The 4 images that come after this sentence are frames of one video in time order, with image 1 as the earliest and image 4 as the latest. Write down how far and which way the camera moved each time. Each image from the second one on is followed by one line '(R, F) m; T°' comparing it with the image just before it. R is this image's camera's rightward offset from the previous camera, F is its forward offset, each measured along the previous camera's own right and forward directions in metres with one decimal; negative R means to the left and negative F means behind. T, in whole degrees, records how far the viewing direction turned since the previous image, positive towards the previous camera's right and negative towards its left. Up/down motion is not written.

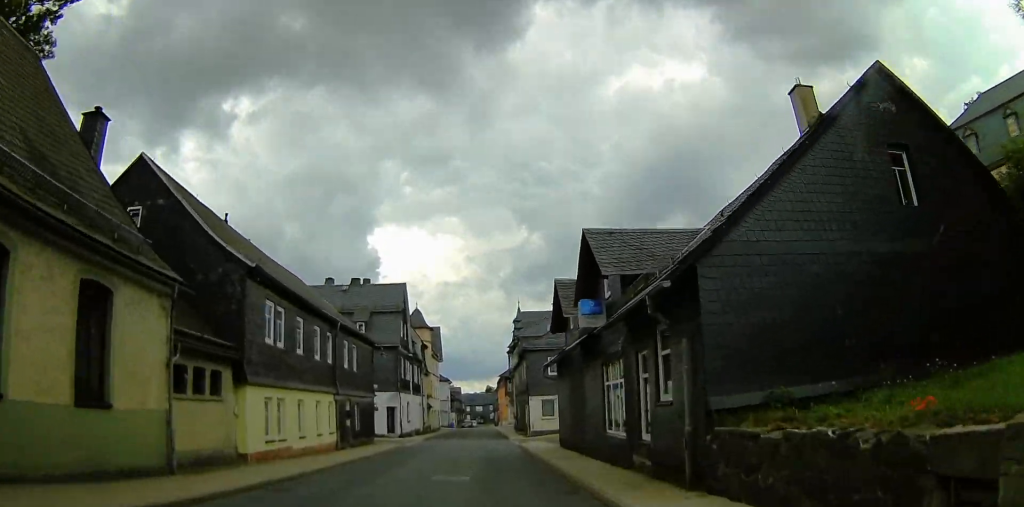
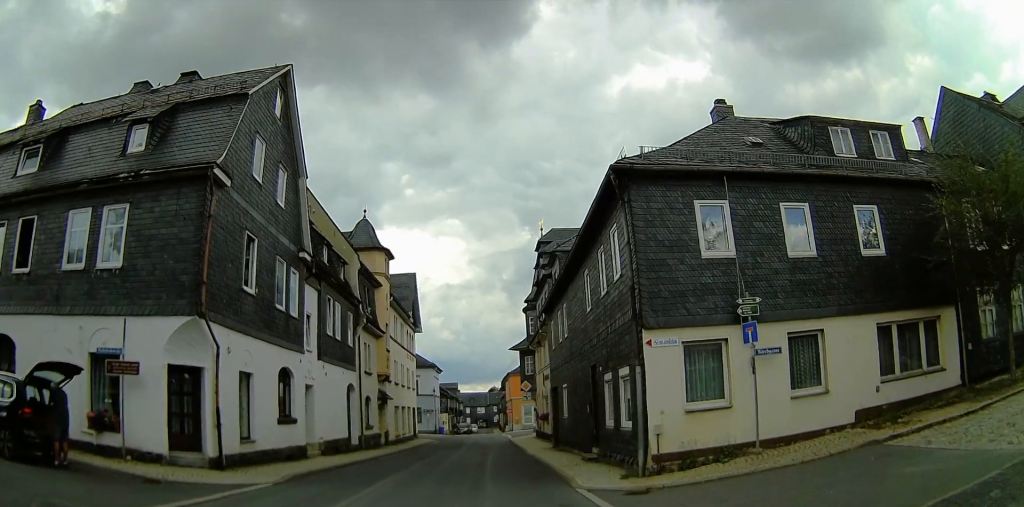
(-0.4, +28.3) m; -3°
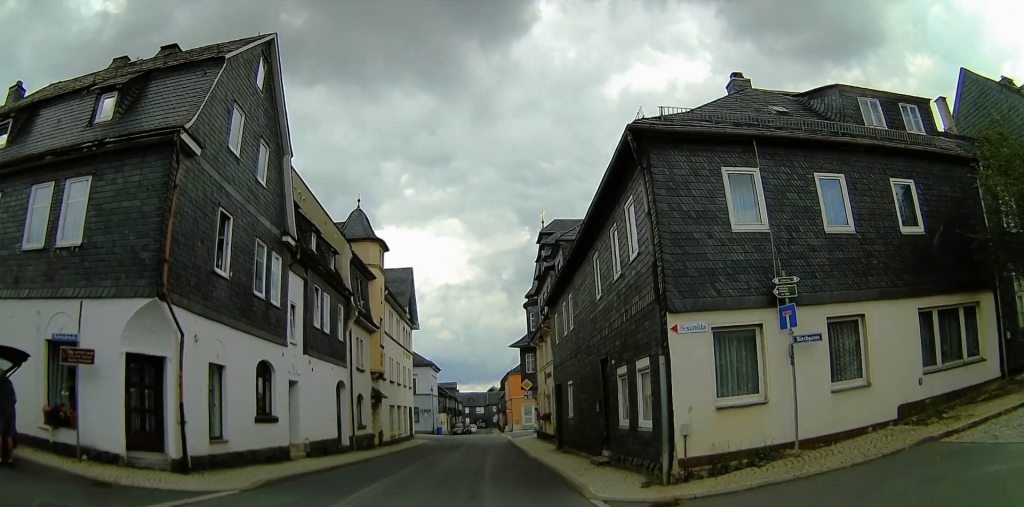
(+0.1, +2.4) m; +2°
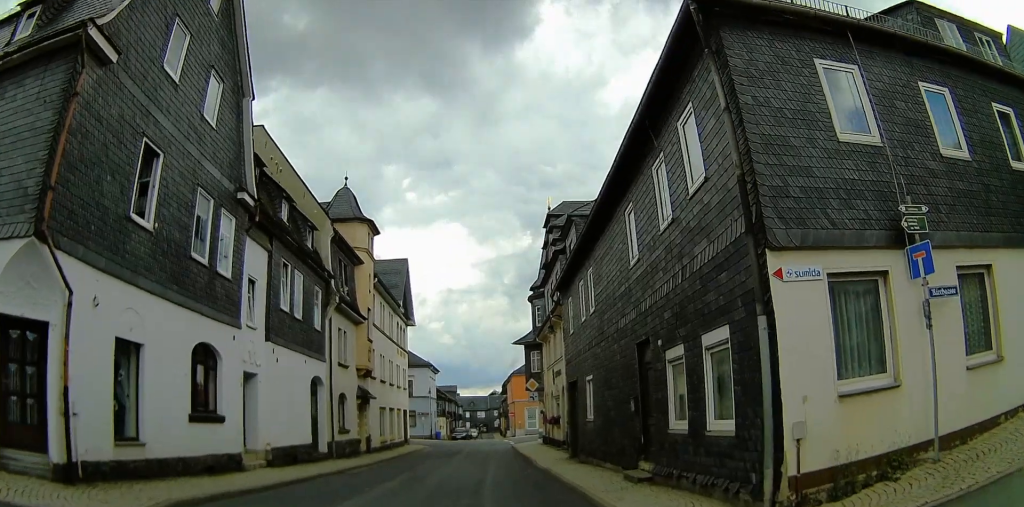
(+0.2, +5.2) m; +2°
